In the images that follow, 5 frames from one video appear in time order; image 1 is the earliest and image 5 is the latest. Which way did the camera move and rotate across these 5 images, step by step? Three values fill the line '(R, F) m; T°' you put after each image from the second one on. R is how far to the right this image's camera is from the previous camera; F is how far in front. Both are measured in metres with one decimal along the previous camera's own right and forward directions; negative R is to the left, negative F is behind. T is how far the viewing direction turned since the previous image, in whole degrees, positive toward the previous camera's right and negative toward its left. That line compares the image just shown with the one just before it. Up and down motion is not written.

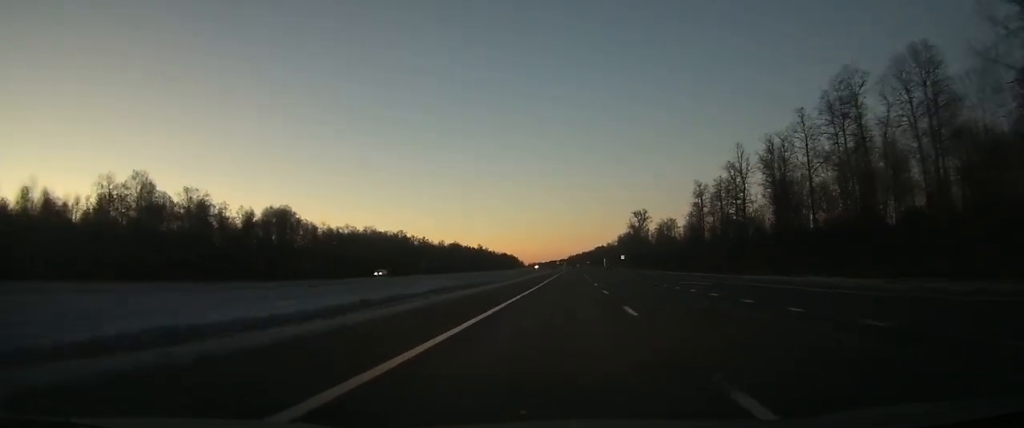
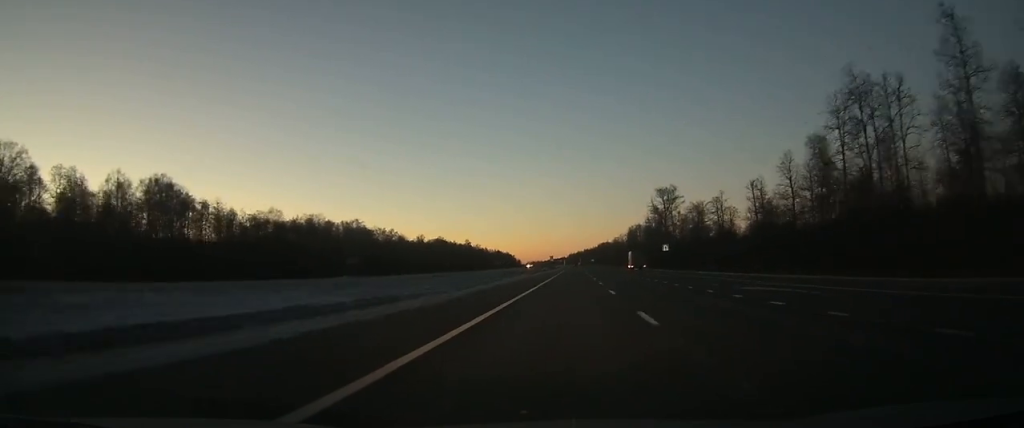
(0.0, +73.9) m; 0°
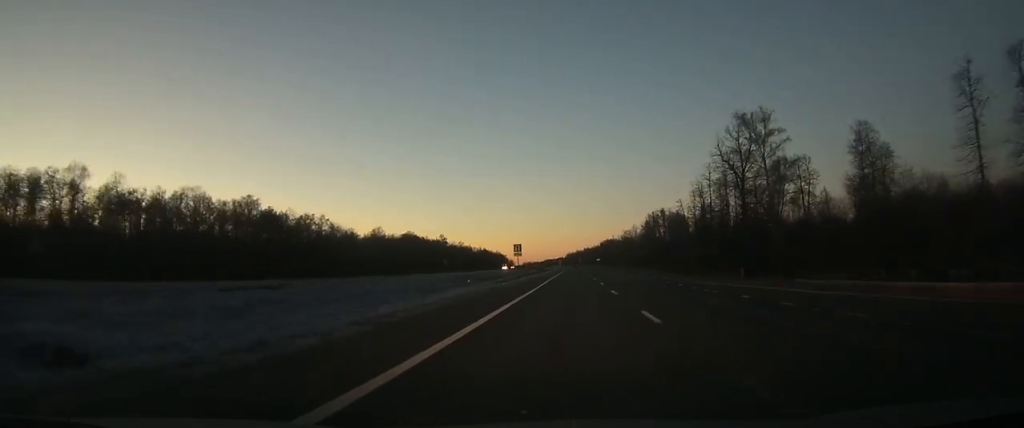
(0.0, +95.3) m; 0°
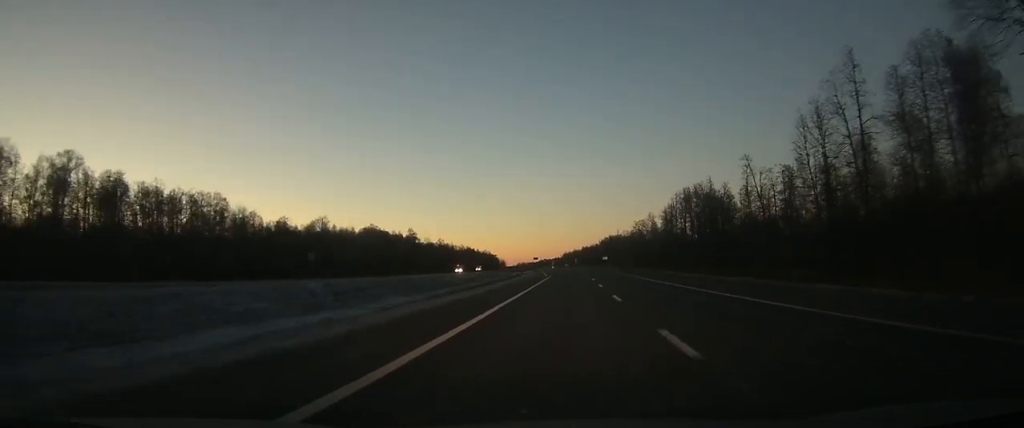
(+0.4, +76.2) m; 0°
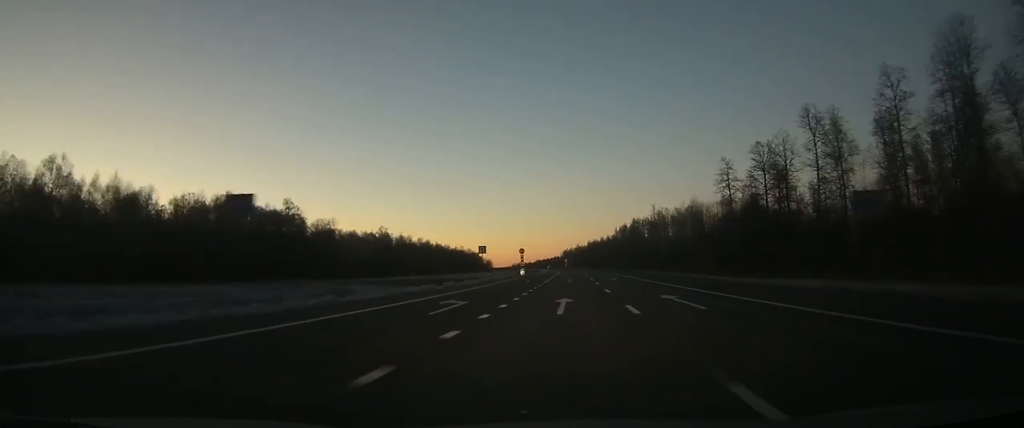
(+0.5, +161.1) m; 0°
